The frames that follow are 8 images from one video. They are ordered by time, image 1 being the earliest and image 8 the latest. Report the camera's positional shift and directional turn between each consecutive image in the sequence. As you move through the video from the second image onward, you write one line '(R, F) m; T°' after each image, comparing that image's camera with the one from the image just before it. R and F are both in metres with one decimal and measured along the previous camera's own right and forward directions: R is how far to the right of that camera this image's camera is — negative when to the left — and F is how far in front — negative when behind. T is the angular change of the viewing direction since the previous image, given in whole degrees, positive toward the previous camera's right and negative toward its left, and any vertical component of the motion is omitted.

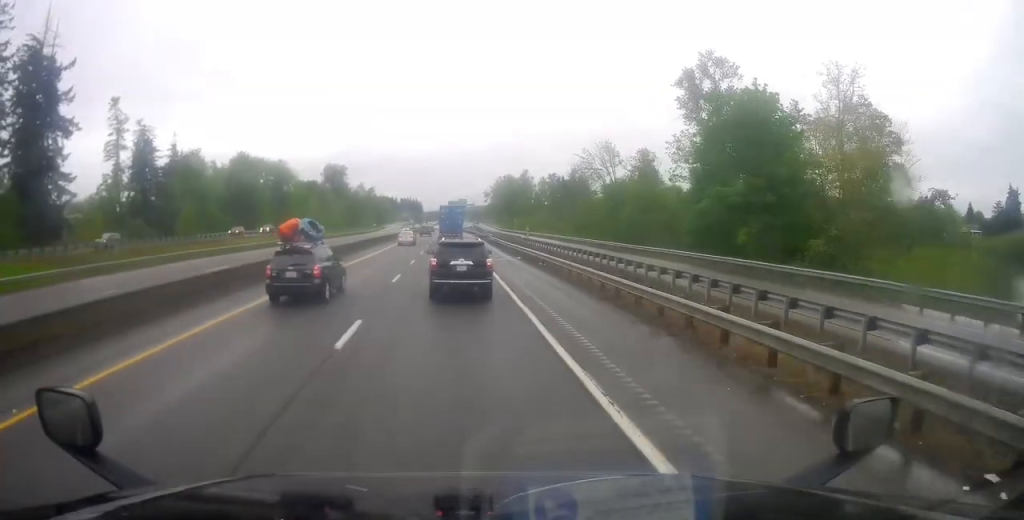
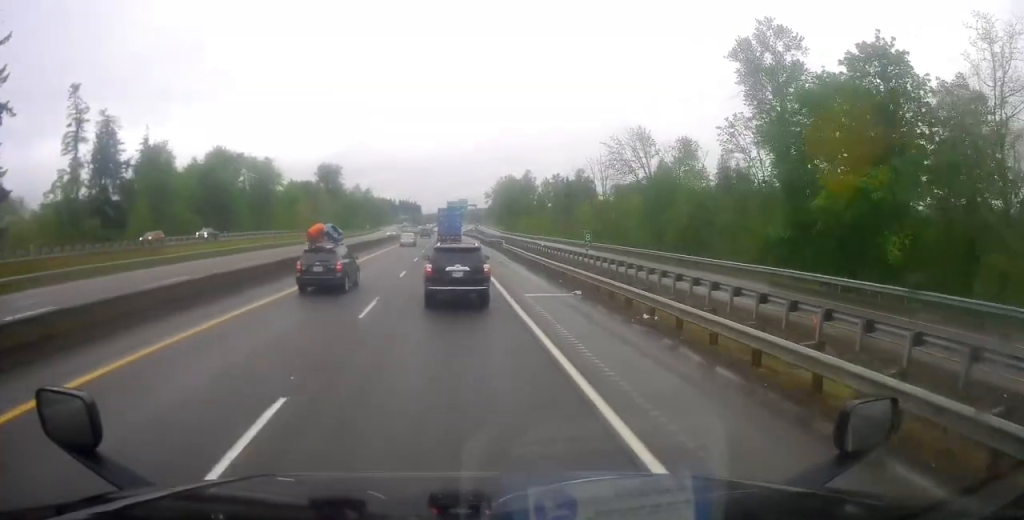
(0.0, +19.0) m; 0°
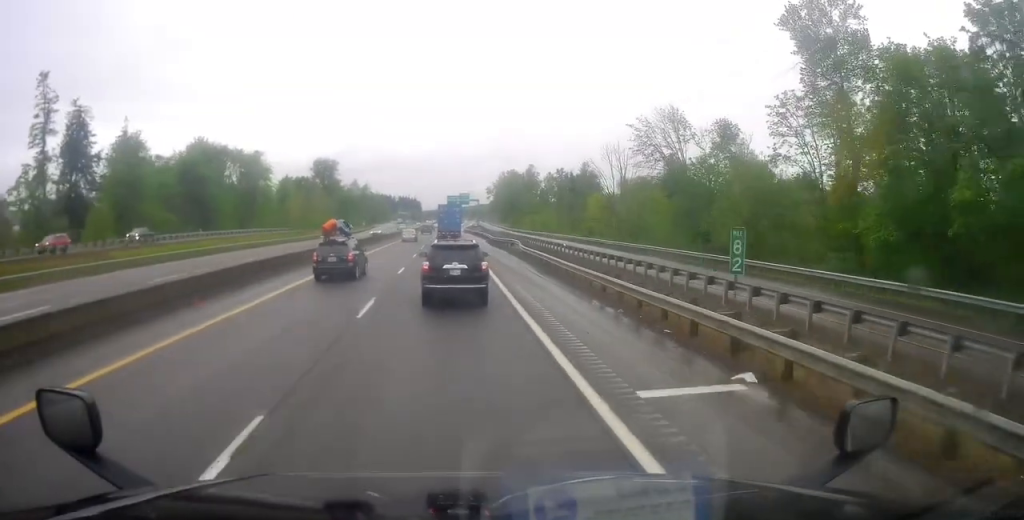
(0.0, +12.7) m; 0°
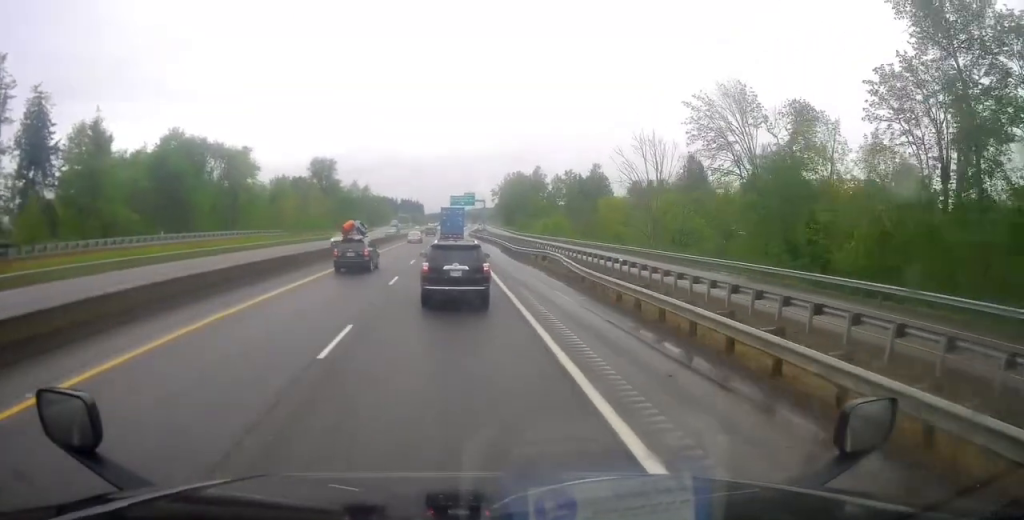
(0.0, +16.9) m; 0°
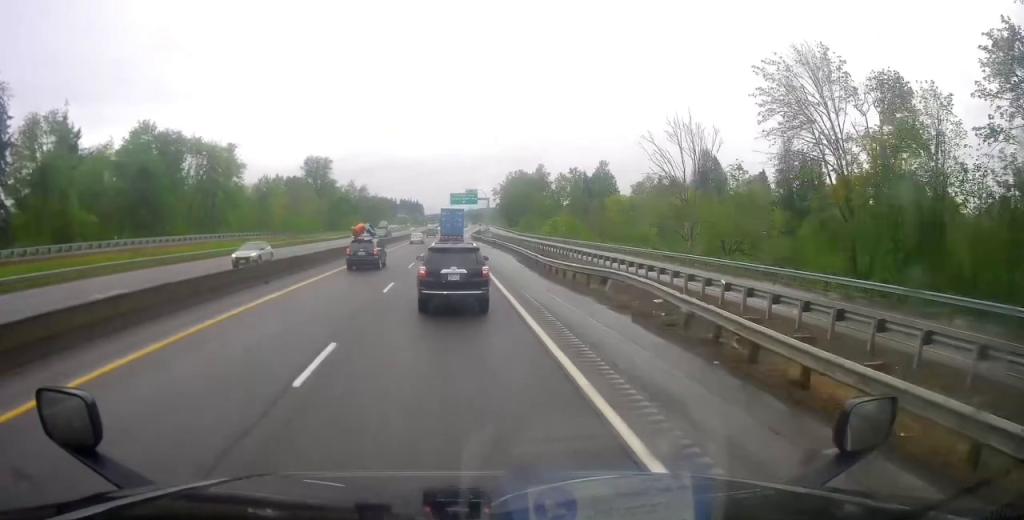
(+0.2, +14.4) m; 0°
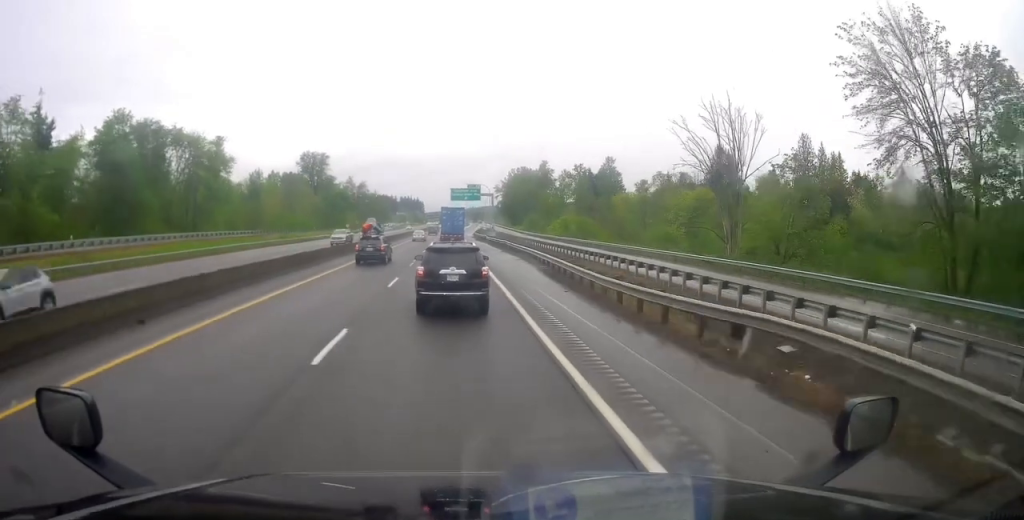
(+0.1, +11.0) m; 0°
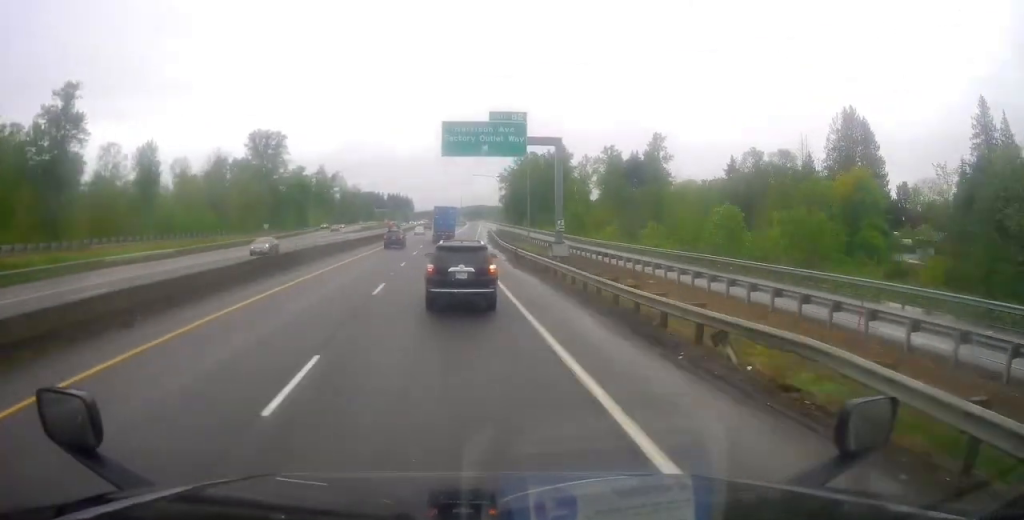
(-1.4, +78.0) m; +1°
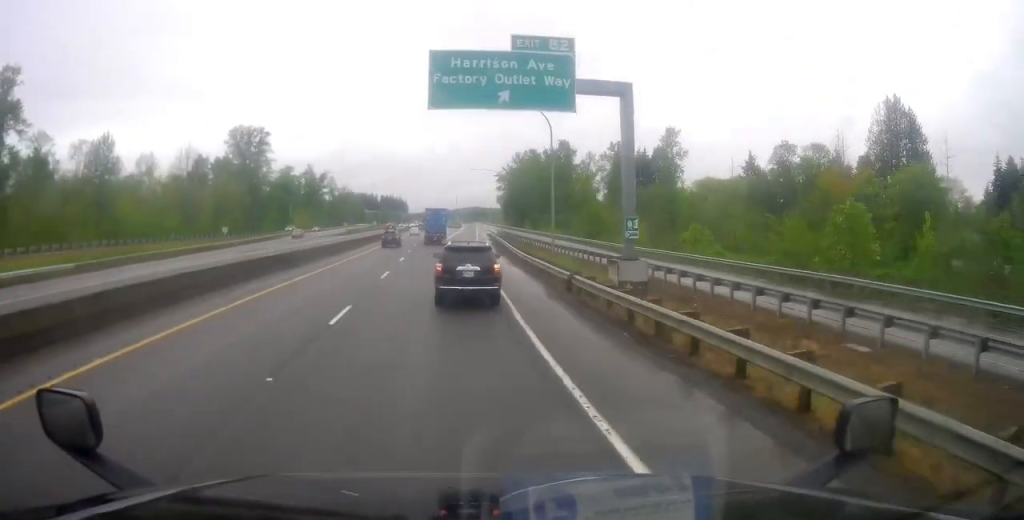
(+0.6, +18.3) m; -1°
